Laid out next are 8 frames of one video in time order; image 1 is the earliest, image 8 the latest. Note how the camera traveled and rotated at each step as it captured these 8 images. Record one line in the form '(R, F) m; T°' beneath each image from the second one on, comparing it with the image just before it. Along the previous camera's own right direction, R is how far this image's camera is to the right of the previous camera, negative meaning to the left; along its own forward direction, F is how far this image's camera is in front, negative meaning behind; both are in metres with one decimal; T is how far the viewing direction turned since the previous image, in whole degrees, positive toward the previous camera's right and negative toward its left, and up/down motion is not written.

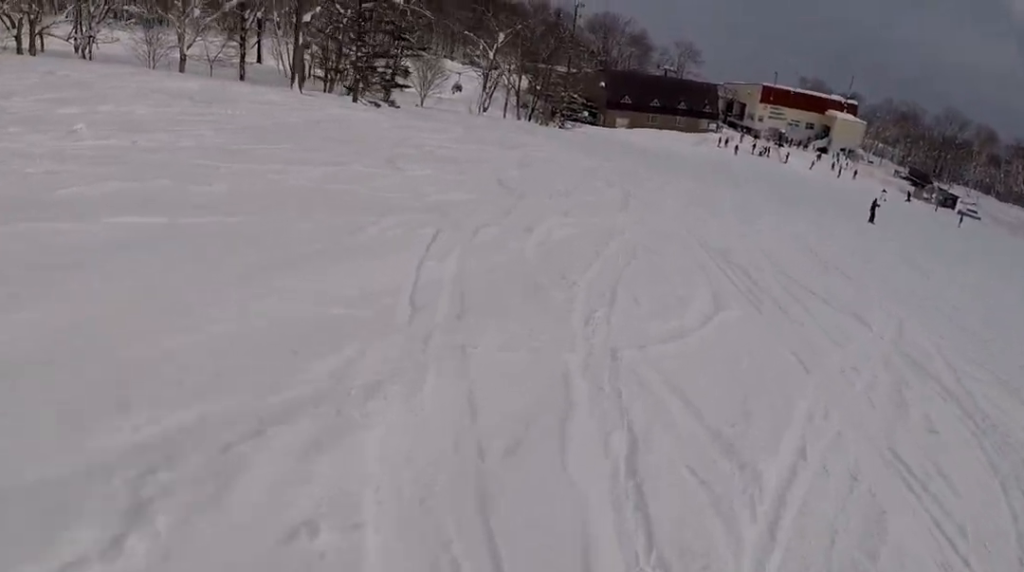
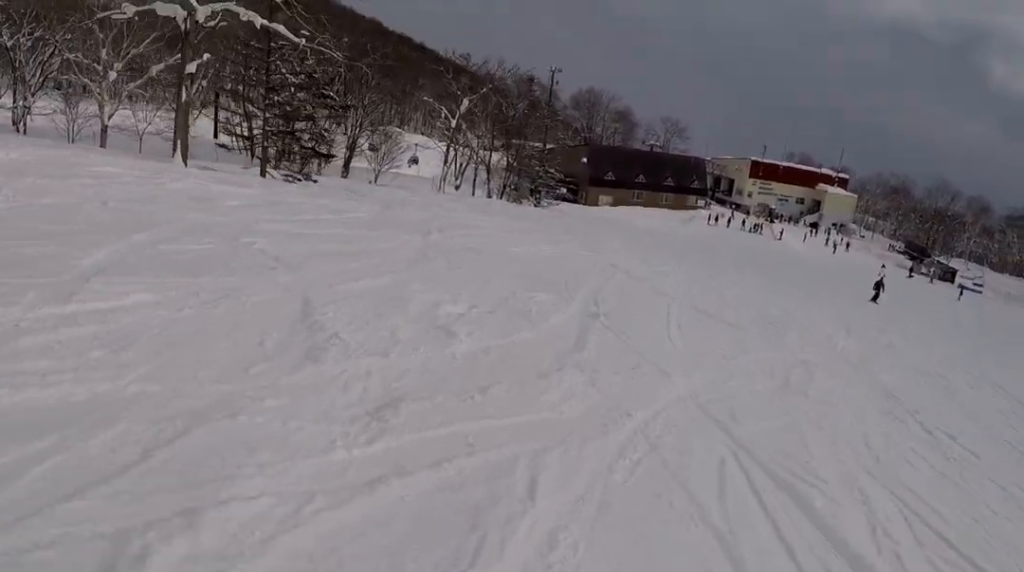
(-0.8, +7.8) m; 0°
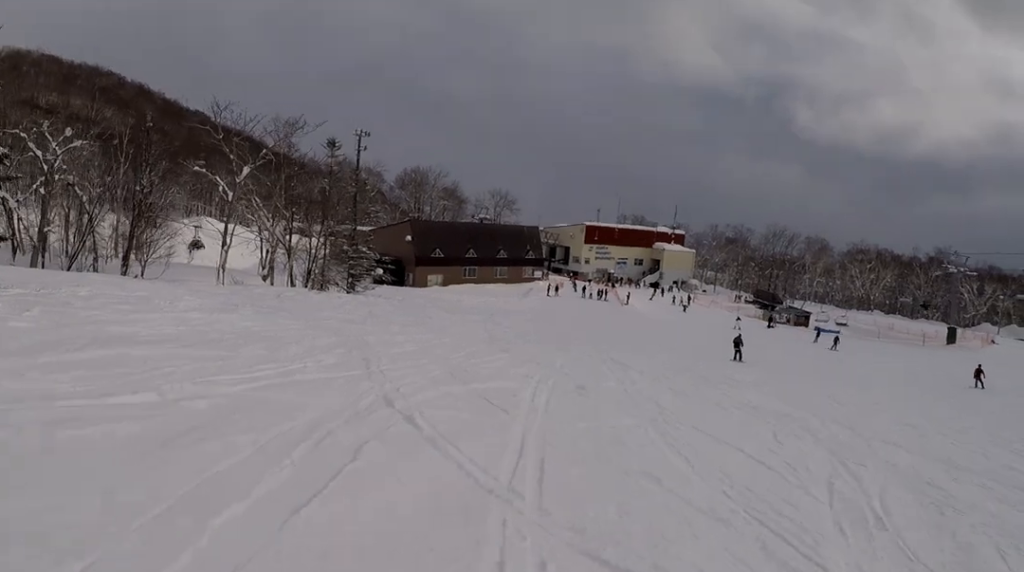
(+1.1, +10.6) m; +6°
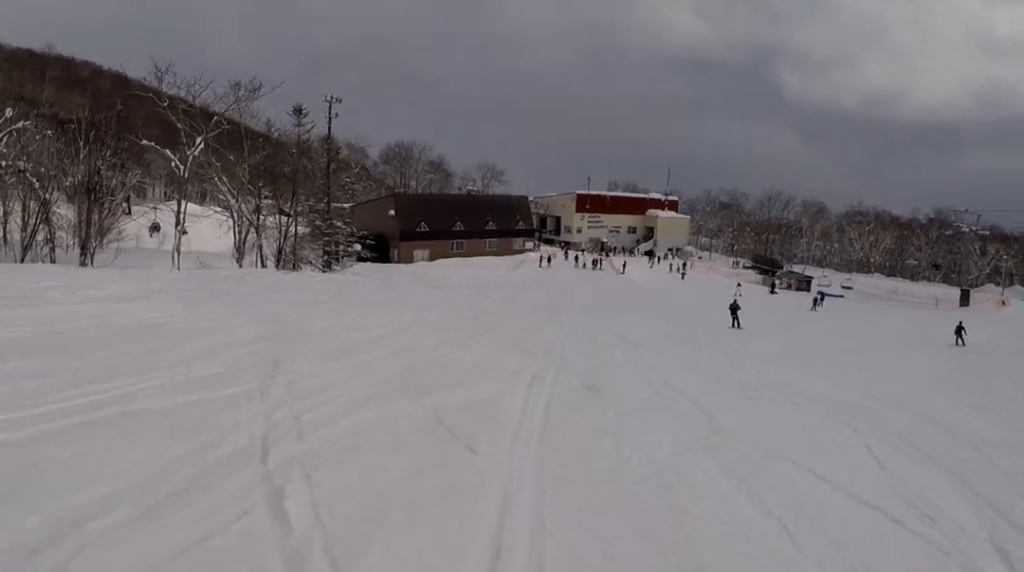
(0.0, +4.2) m; 0°
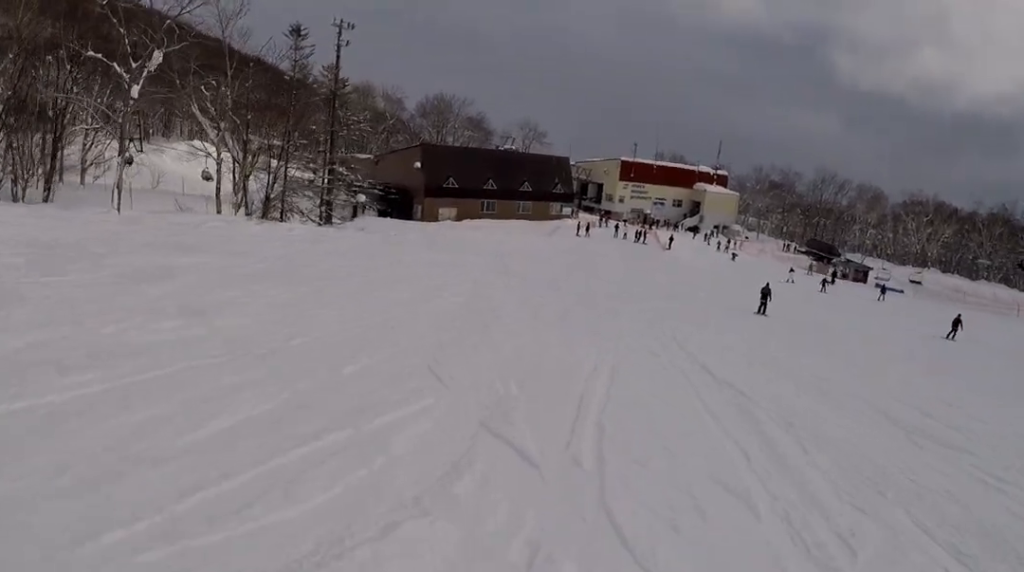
(0.0, +8.4) m; -1°
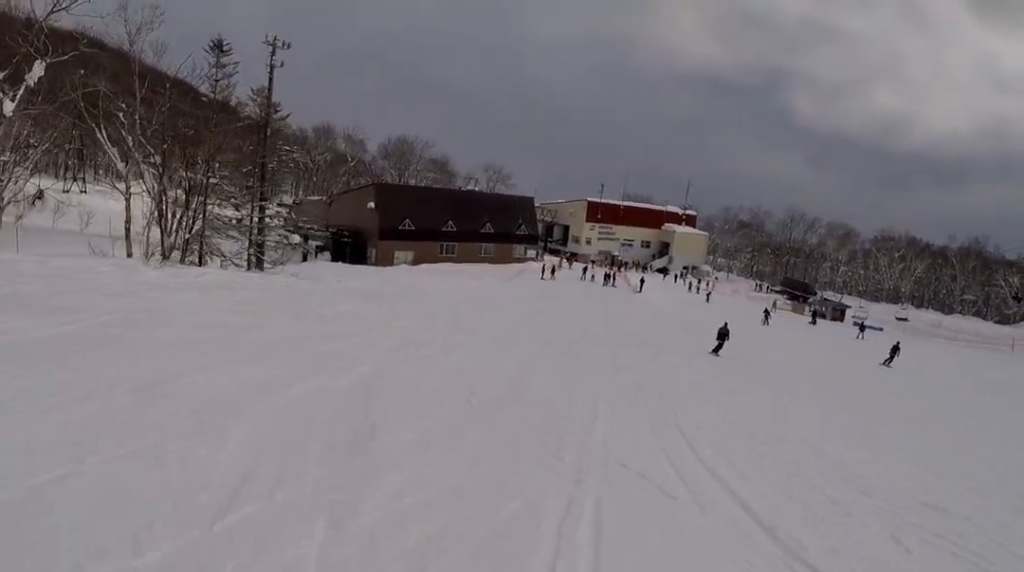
(0.0, +5.7) m; -1°
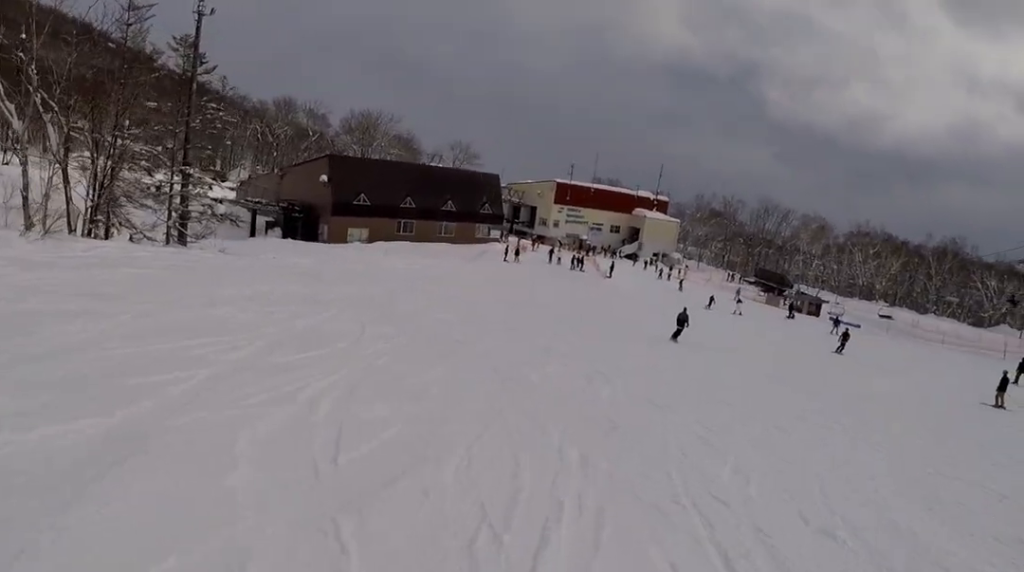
(-0.2, +4.8) m; 0°
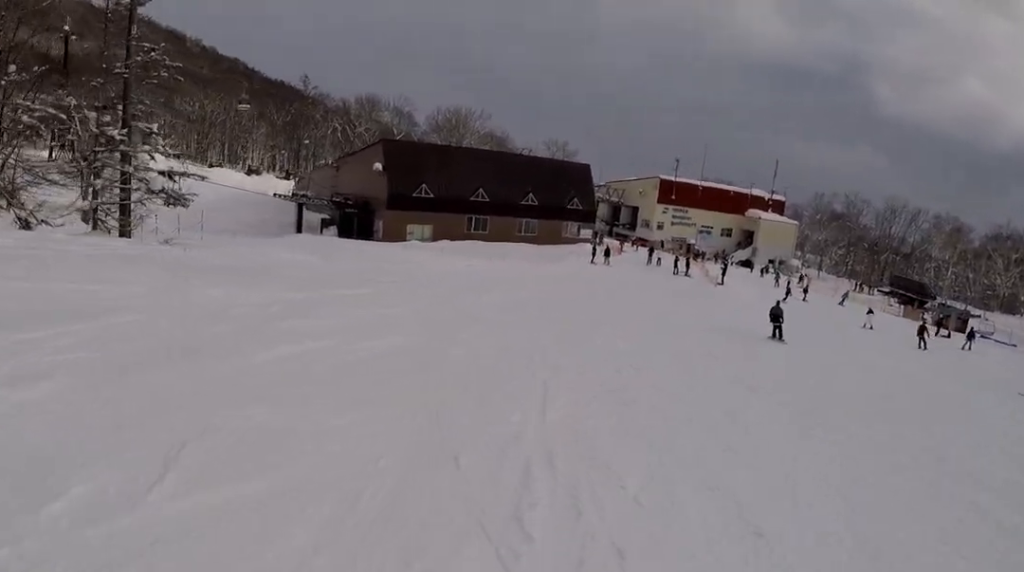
(+0.2, +12.0) m; +2°
